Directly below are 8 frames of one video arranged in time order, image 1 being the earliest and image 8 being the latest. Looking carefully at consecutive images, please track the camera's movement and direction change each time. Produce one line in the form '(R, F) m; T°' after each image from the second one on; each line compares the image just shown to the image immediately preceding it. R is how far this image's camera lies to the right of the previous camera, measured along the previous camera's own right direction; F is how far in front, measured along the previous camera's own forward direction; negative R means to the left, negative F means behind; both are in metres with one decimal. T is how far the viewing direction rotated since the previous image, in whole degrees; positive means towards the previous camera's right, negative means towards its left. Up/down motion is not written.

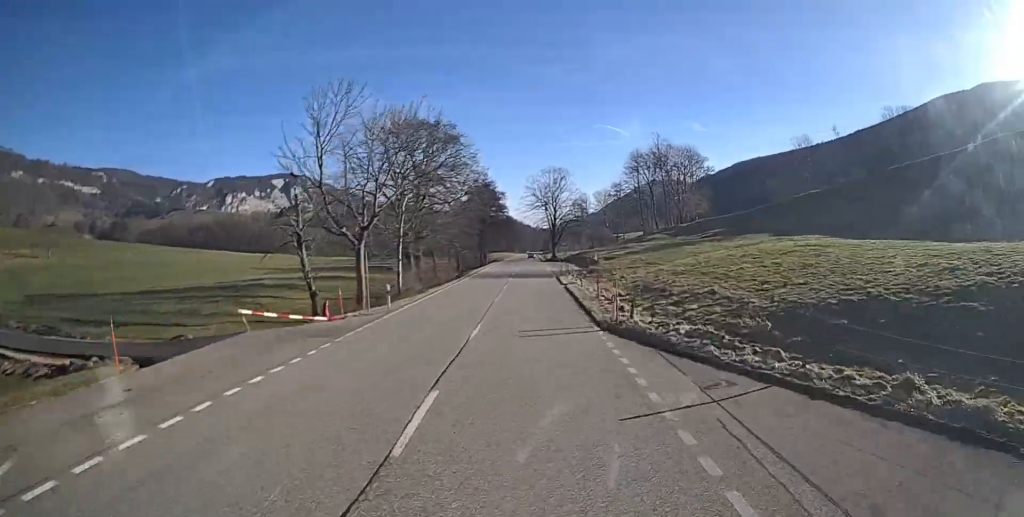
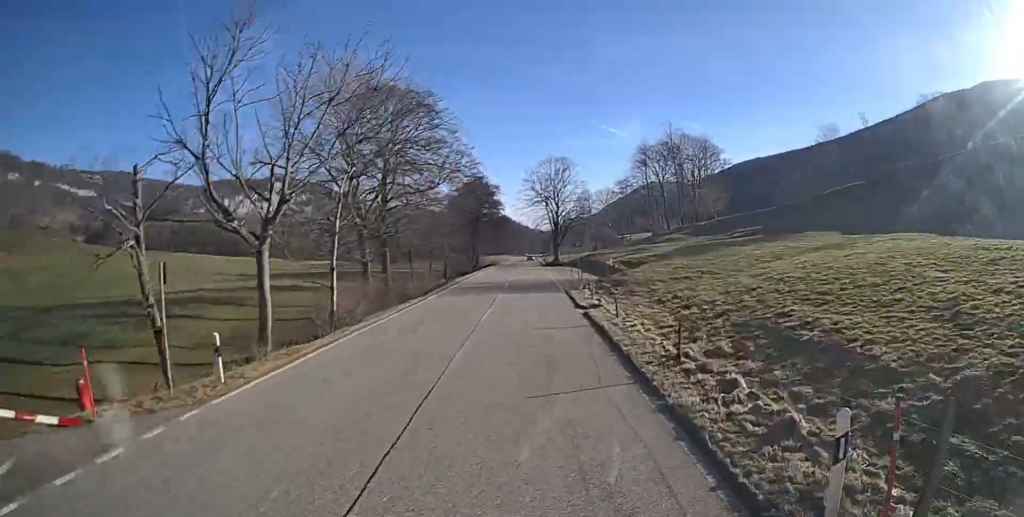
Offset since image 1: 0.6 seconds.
(0.0, +13.6) m; 0°
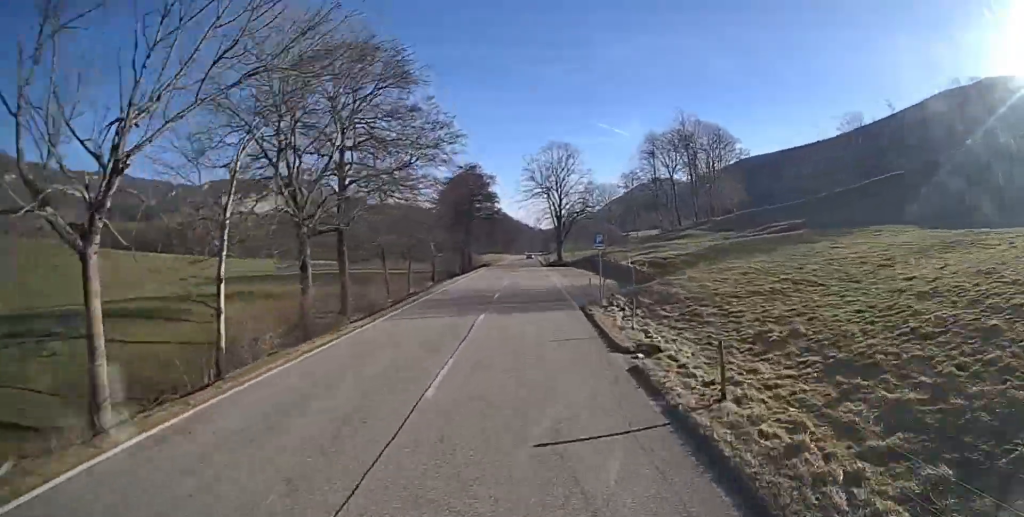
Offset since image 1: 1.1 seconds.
(0.0, +10.6) m; 0°
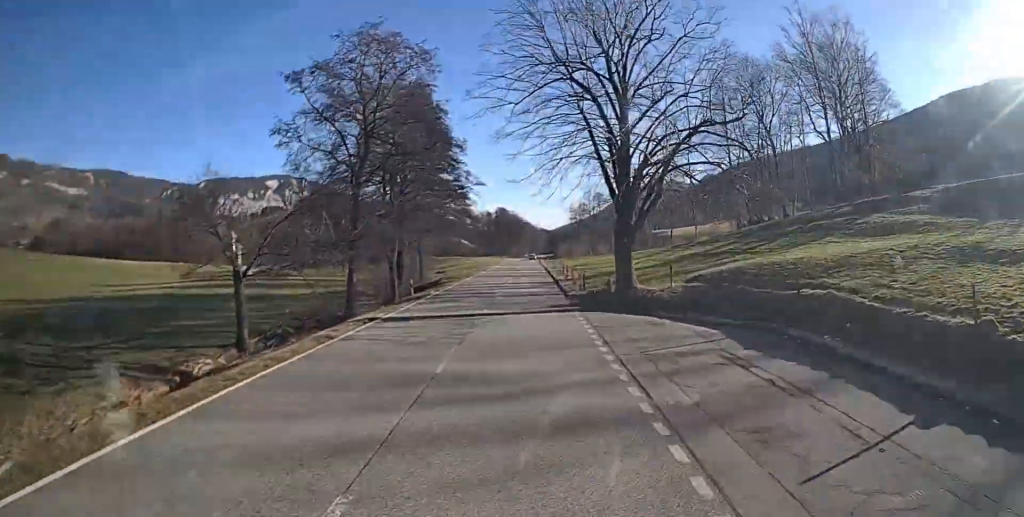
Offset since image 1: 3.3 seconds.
(+0.3, +51.3) m; 0°
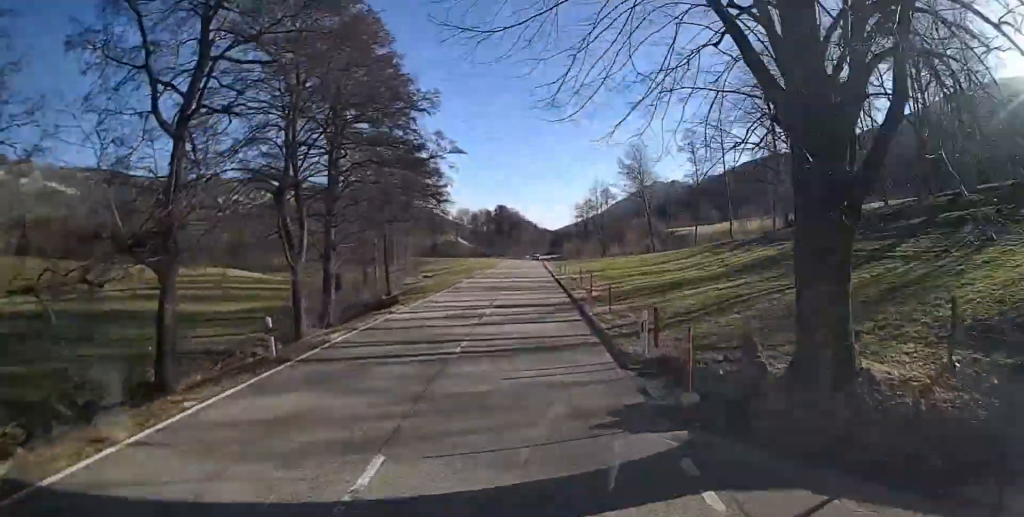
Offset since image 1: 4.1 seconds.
(0.0, +16.6) m; 0°
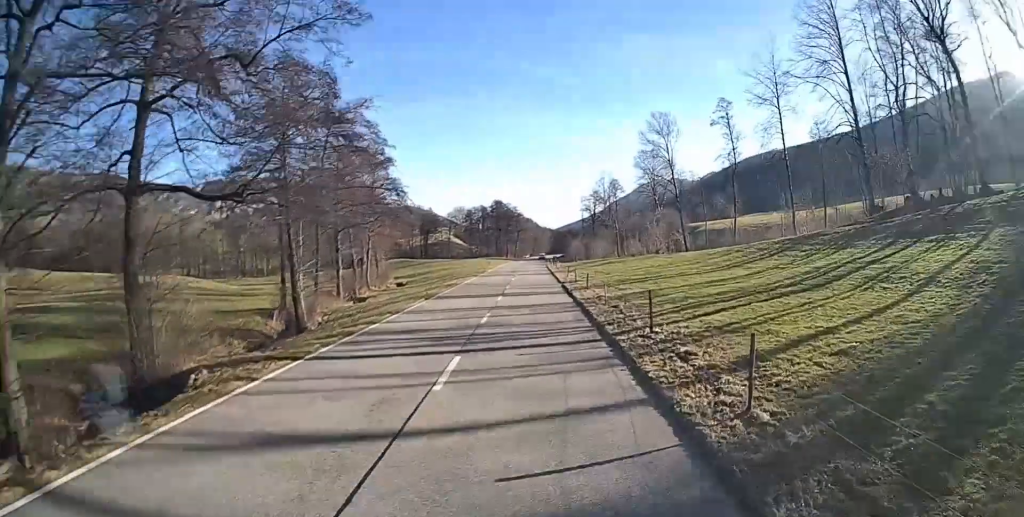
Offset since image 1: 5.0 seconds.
(0.0, +20.4) m; 0°
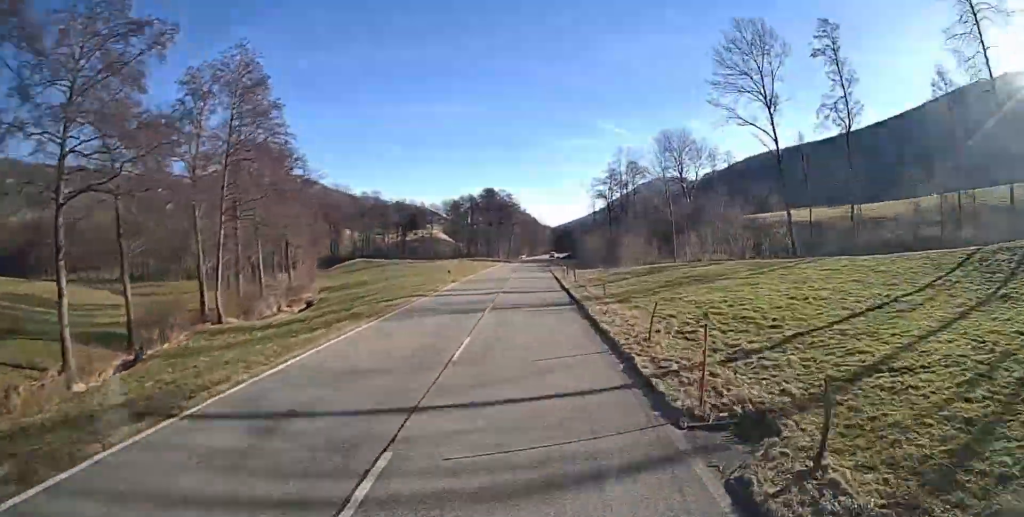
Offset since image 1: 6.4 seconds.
(0.0, +33.2) m; 0°
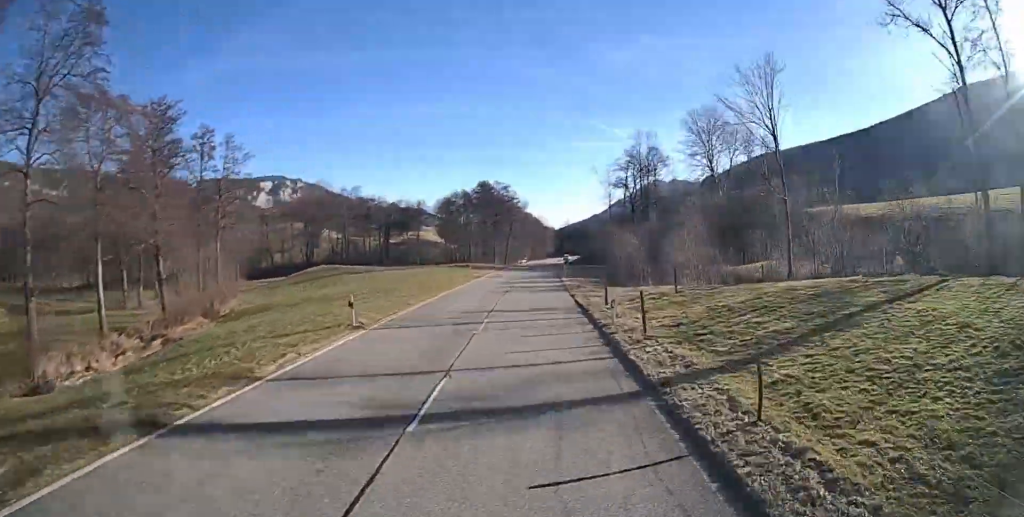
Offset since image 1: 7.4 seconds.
(0.0, +22.6) m; 0°
